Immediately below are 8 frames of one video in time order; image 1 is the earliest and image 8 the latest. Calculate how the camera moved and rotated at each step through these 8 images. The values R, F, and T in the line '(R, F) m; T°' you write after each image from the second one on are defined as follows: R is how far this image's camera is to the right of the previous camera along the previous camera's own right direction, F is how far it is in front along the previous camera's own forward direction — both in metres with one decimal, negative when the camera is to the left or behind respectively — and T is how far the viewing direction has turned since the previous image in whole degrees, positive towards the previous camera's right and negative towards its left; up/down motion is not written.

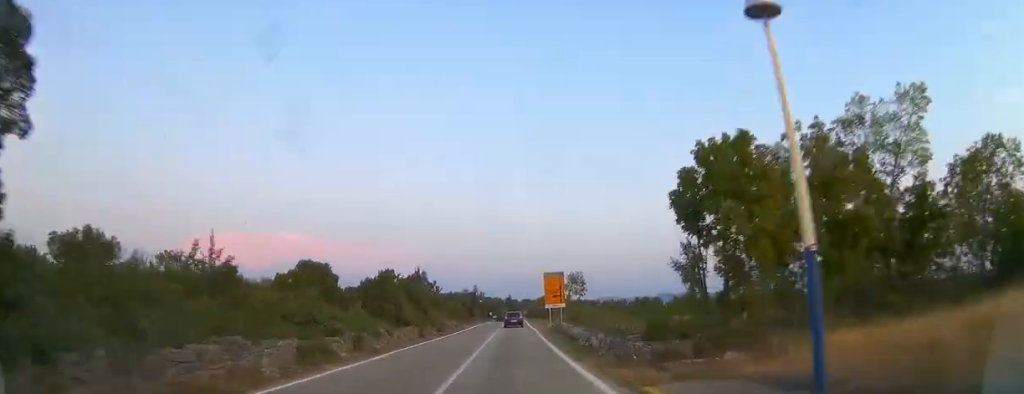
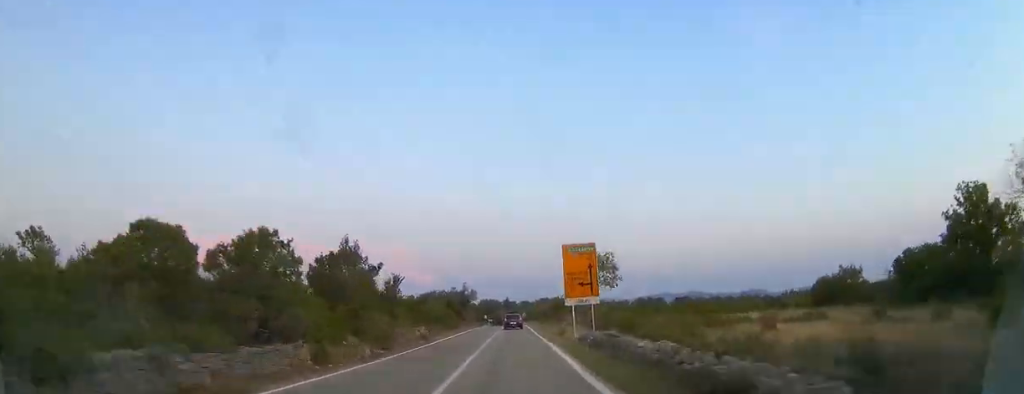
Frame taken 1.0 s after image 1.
(-0.2, +16.8) m; 0°
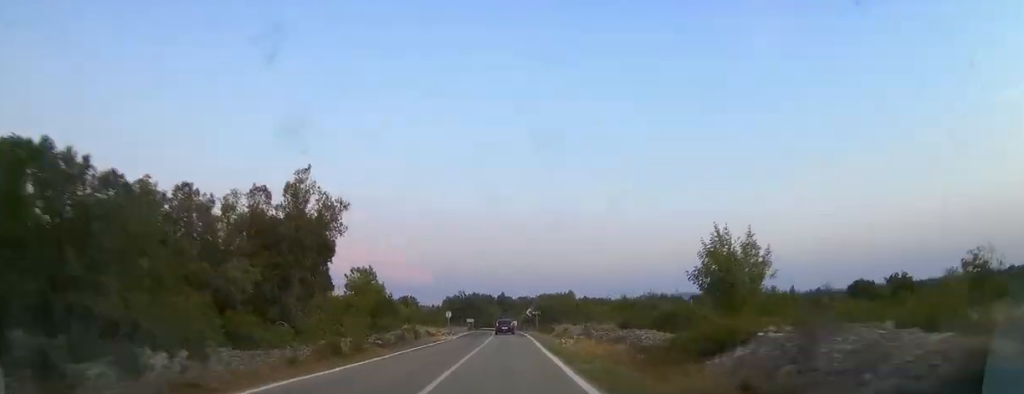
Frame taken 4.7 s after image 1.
(+0.4, +61.0) m; 0°
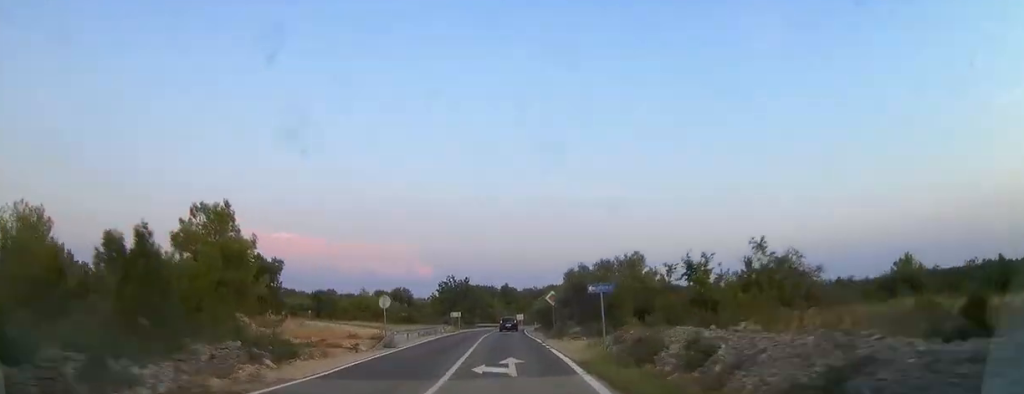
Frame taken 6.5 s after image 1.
(-0.3, +29.8) m; 0°
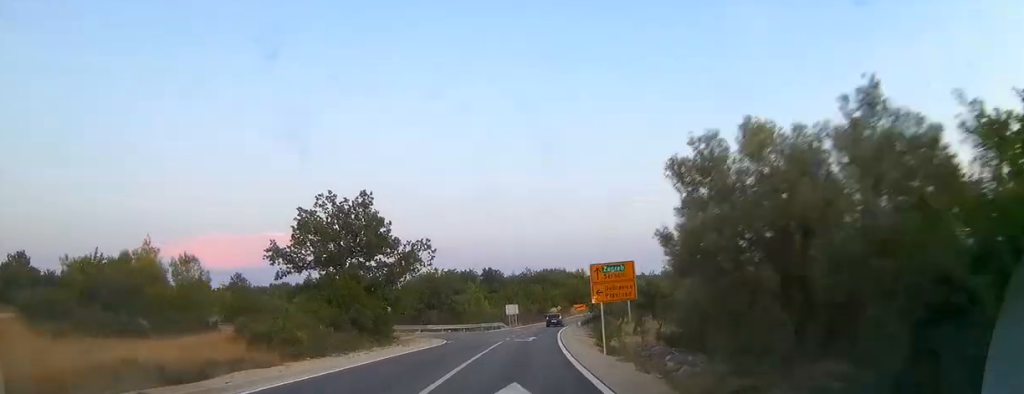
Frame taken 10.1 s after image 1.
(+0.4, +61.1) m; +2°
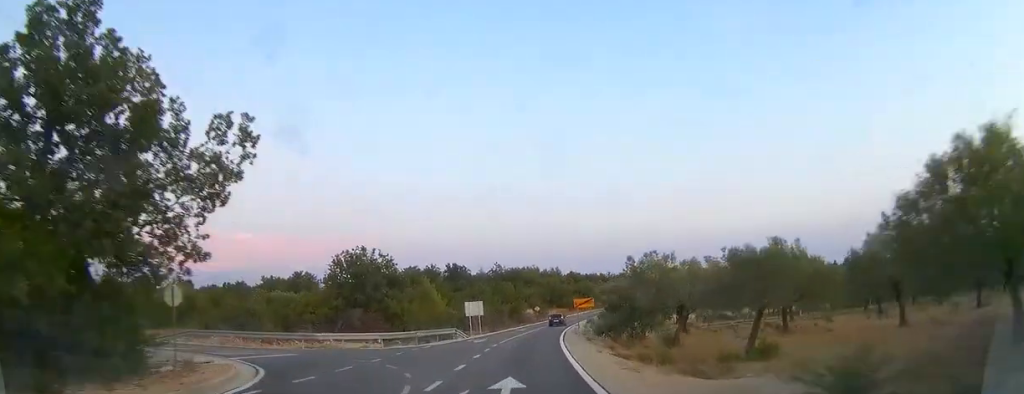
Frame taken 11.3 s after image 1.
(-0.2, +22.2) m; +3°
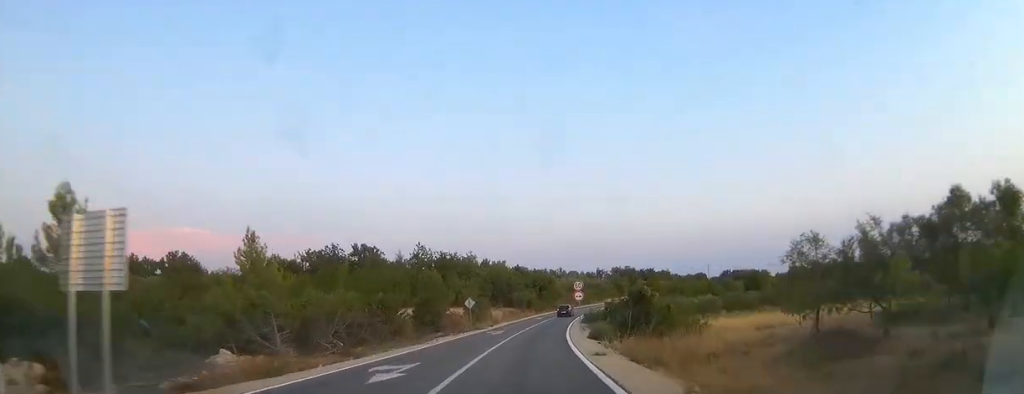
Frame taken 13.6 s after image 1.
(+2.9, +41.5) m; +7°
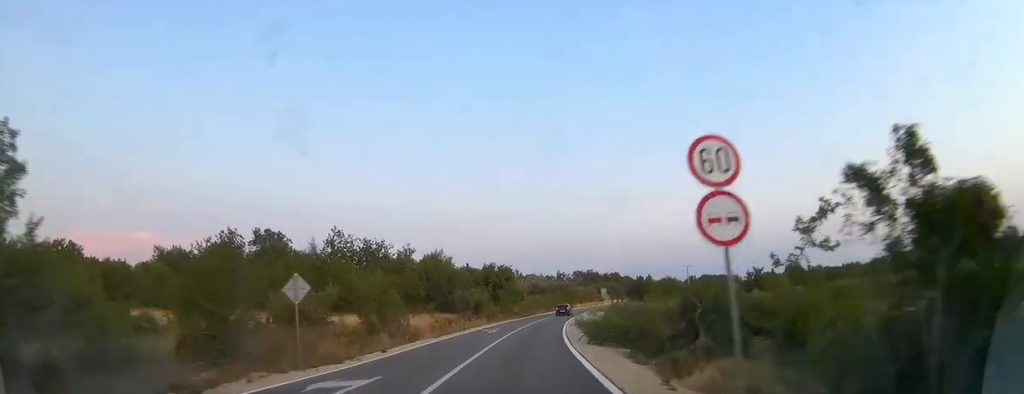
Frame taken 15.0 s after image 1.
(0.0, +26.6) m; +5°
